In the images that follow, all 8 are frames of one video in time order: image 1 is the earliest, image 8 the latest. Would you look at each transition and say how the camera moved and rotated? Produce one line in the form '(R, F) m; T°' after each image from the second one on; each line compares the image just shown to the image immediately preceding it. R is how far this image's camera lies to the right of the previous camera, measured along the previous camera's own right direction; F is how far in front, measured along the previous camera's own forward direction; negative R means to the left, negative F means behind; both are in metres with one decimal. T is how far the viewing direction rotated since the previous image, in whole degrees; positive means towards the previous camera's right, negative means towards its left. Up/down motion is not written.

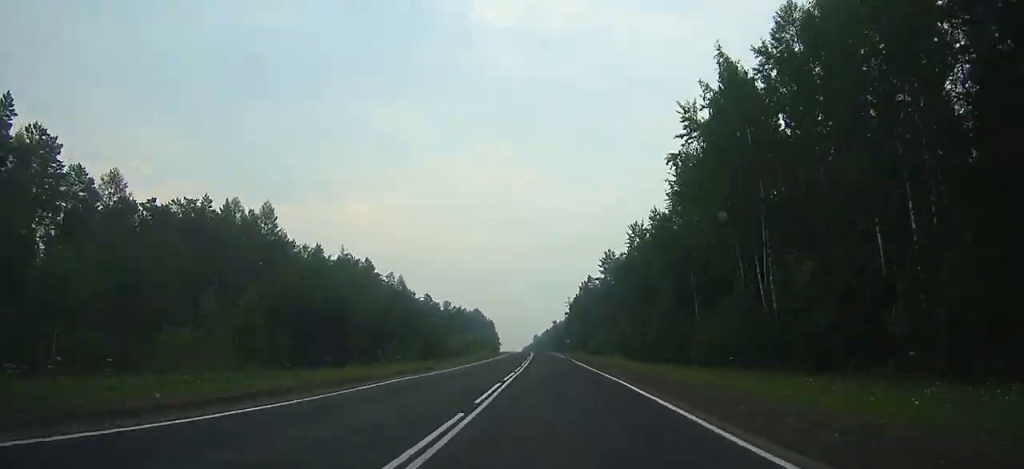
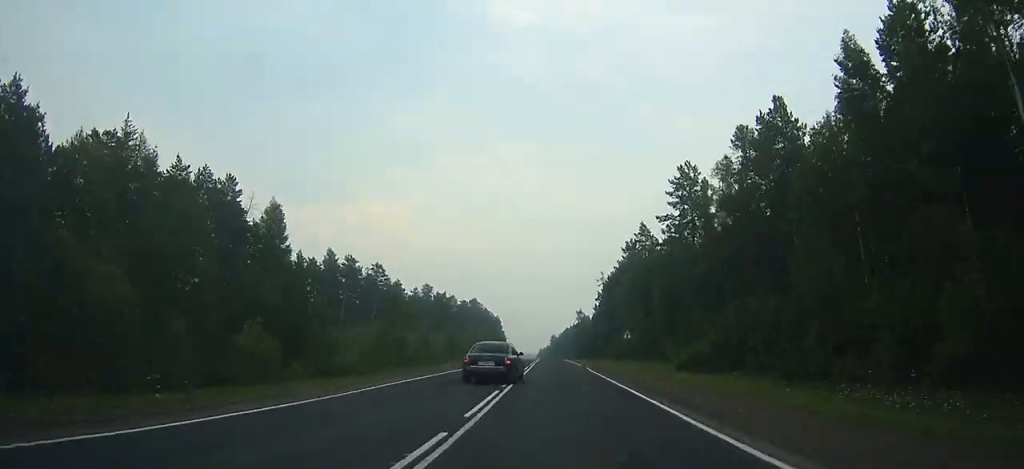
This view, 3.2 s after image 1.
(-1.6, +75.3) m; -2°
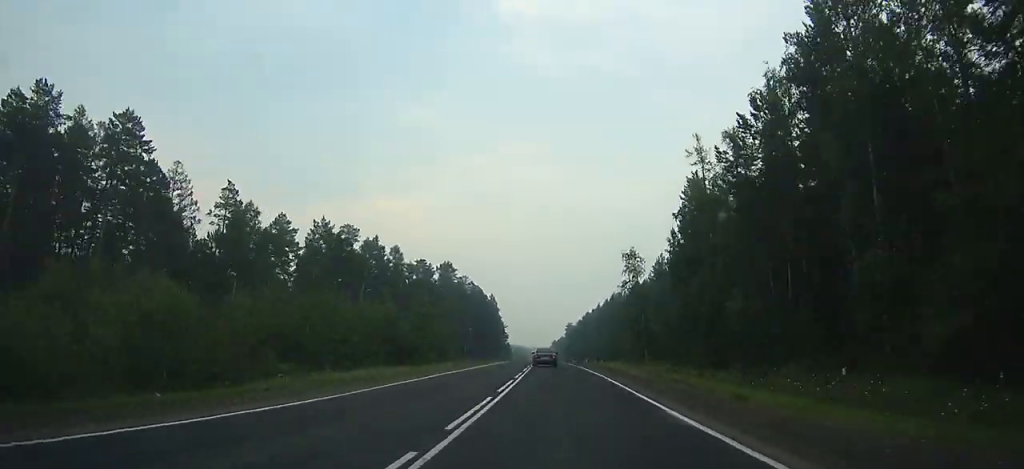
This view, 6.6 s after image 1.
(-0.9, +79.0) m; -1°
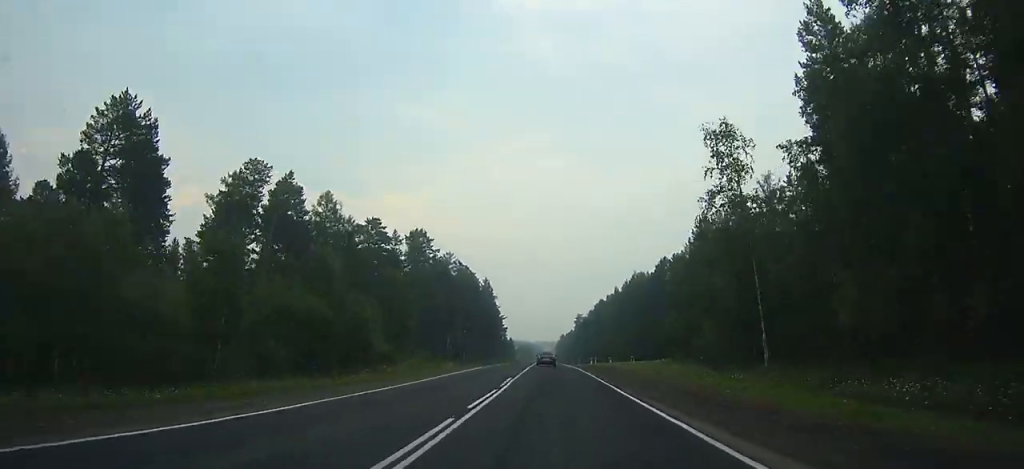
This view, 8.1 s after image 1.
(-0.4, +34.5) m; +1°
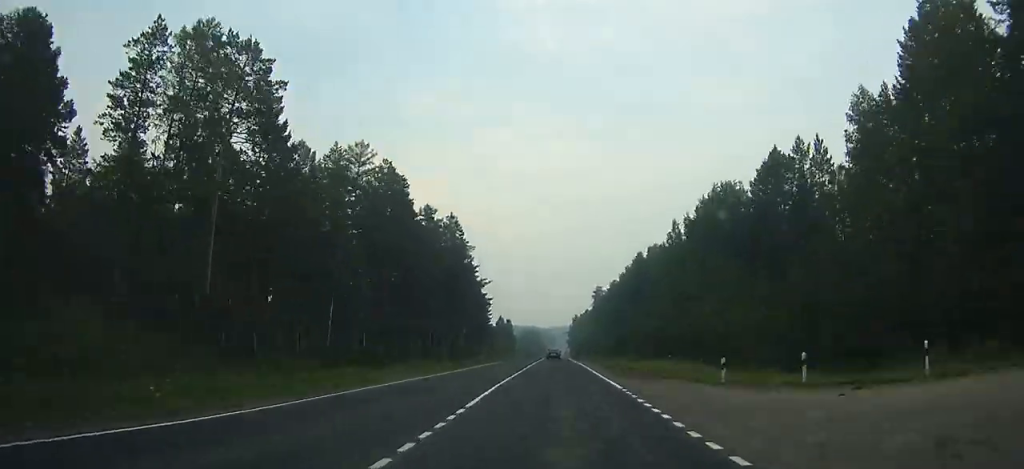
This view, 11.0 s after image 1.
(+1.3, +66.7) m; +6°
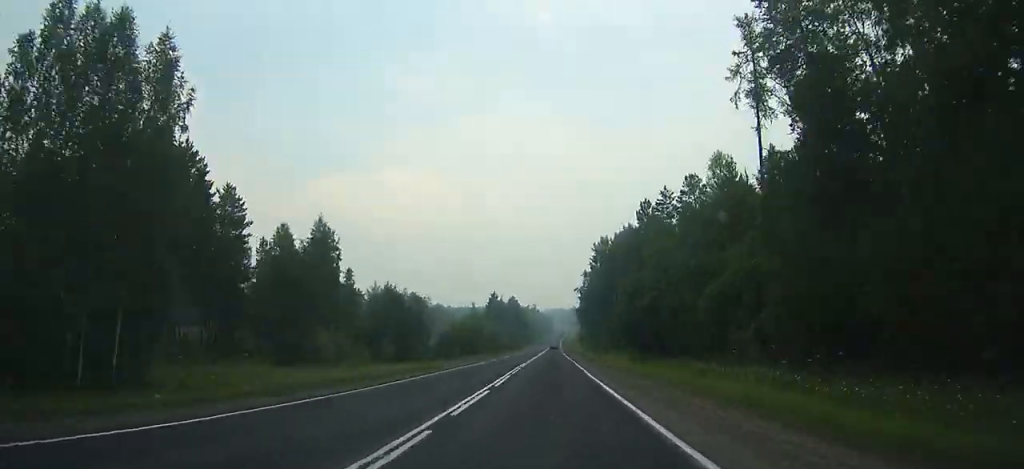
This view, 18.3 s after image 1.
(-27.5, +181.4) m; -20°
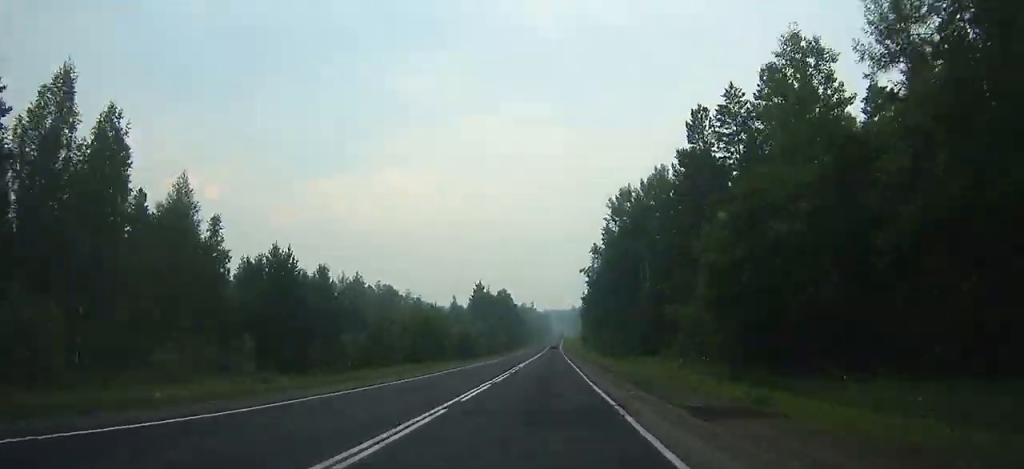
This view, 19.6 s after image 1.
(+3.6, +38.8) m; +3°
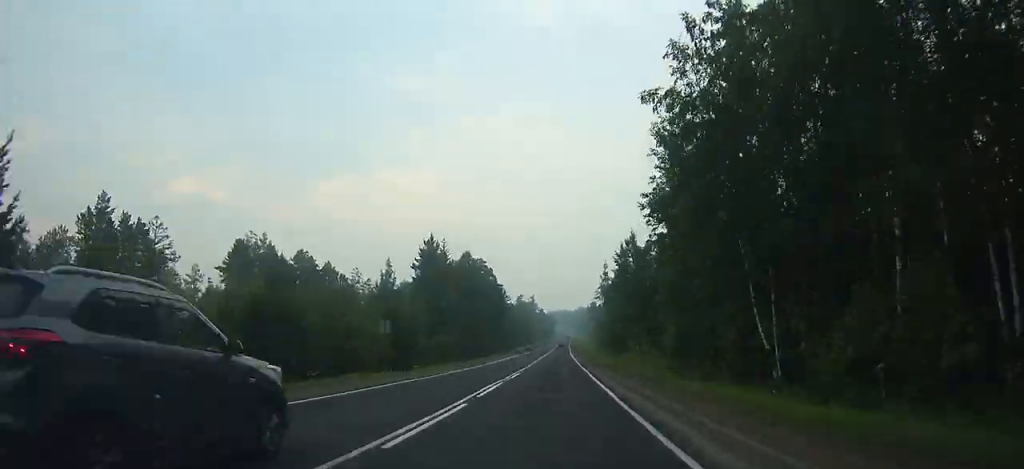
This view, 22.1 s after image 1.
(+6.9, +74.6) m; +7°
